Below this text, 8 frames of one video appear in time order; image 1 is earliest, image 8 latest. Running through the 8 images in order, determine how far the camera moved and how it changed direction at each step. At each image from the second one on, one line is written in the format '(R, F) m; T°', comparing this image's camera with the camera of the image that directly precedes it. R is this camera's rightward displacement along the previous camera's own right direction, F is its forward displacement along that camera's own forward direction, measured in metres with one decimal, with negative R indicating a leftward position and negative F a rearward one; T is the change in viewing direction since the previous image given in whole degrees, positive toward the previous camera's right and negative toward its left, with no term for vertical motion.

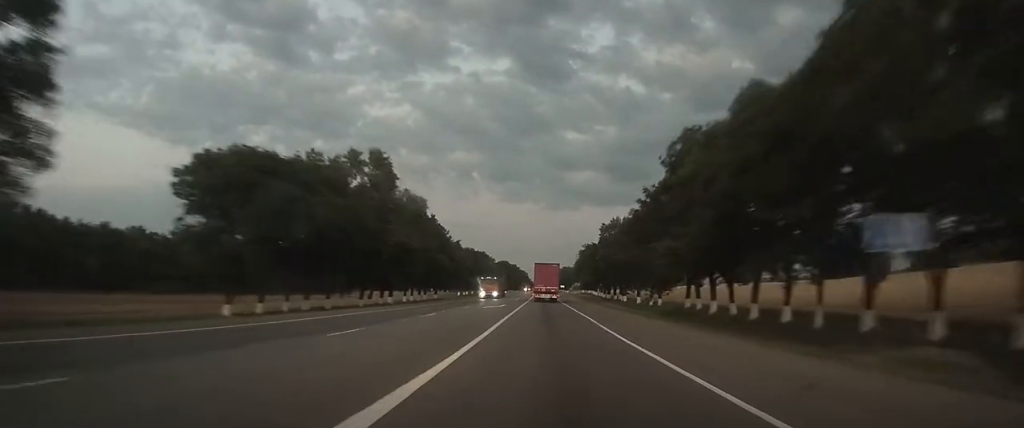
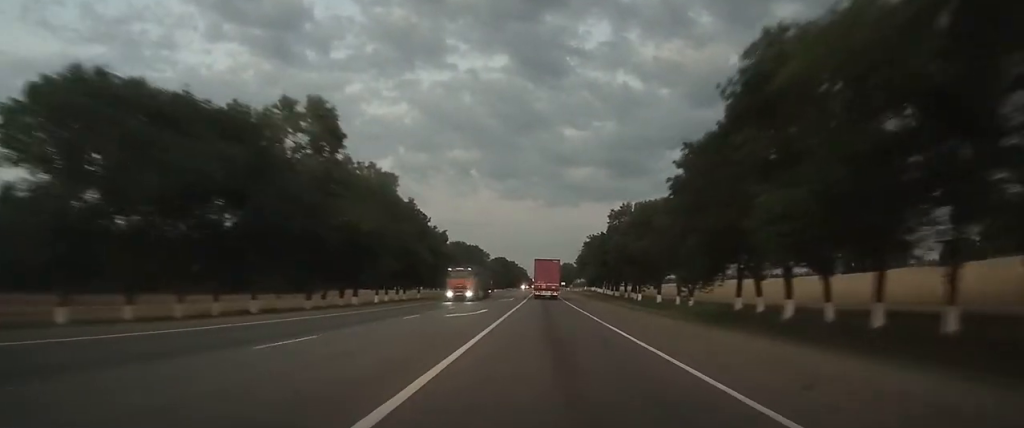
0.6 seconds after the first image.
(0.0, +16.0) m; 0°
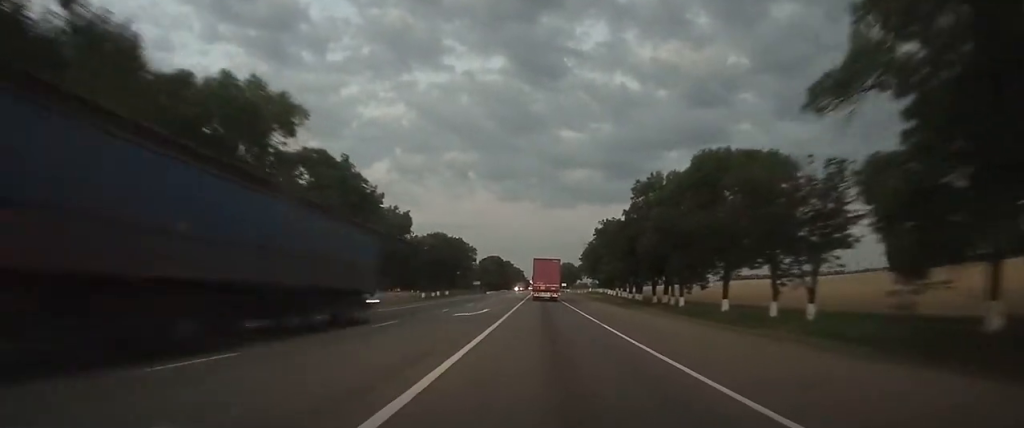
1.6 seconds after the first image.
(0.0, +27.4) m; 0°
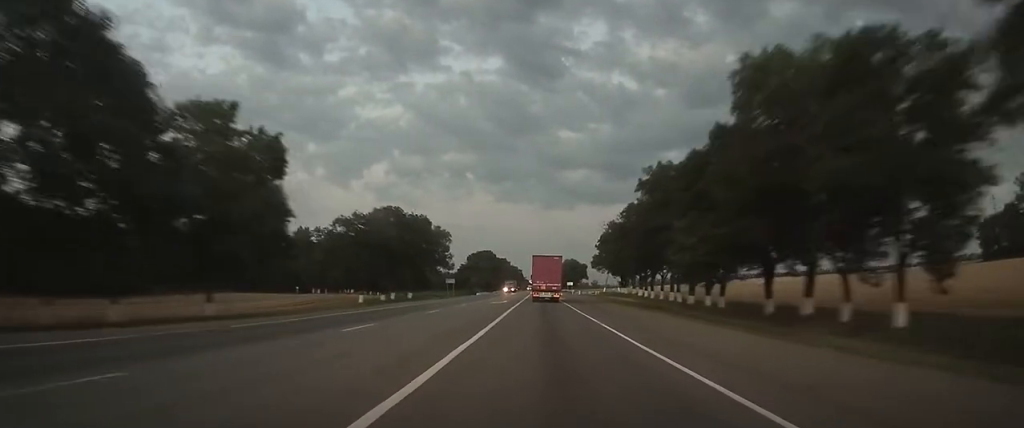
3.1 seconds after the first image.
(+0.1, +38.7) m; 0°
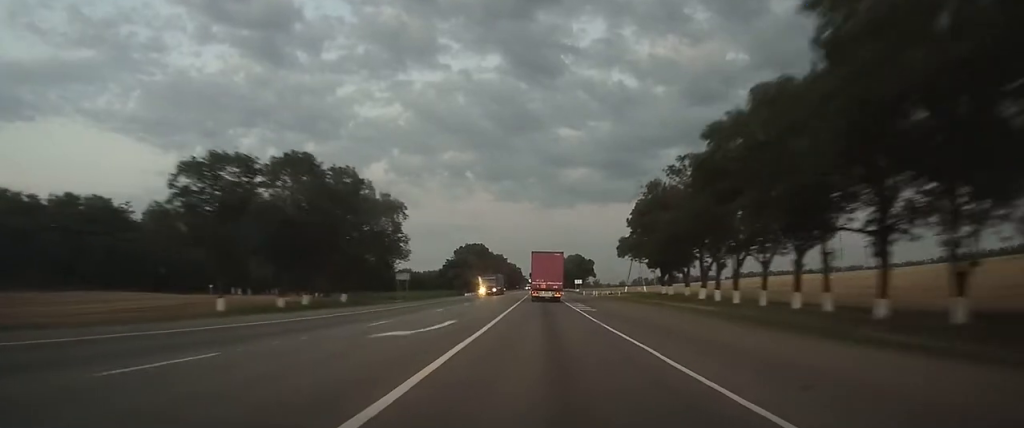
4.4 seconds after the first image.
(0.0, +33.0) m; 0°
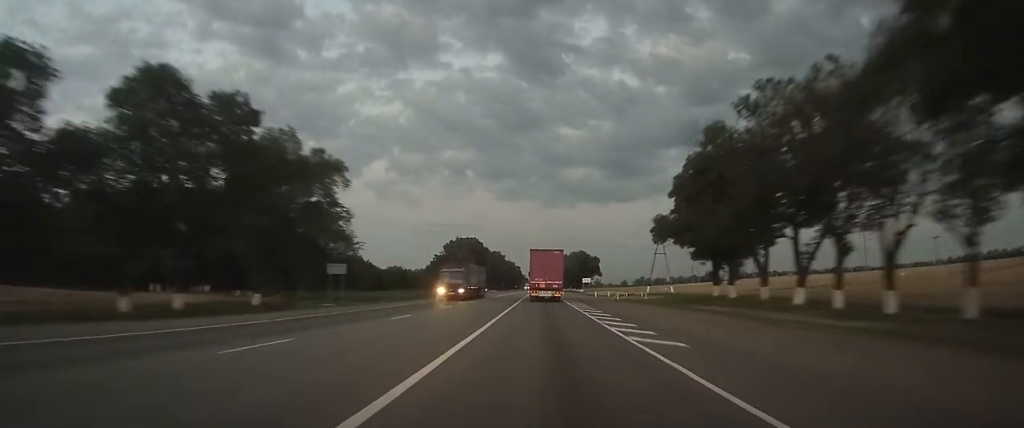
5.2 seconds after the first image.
(-0.1, +20.7) m; 0°
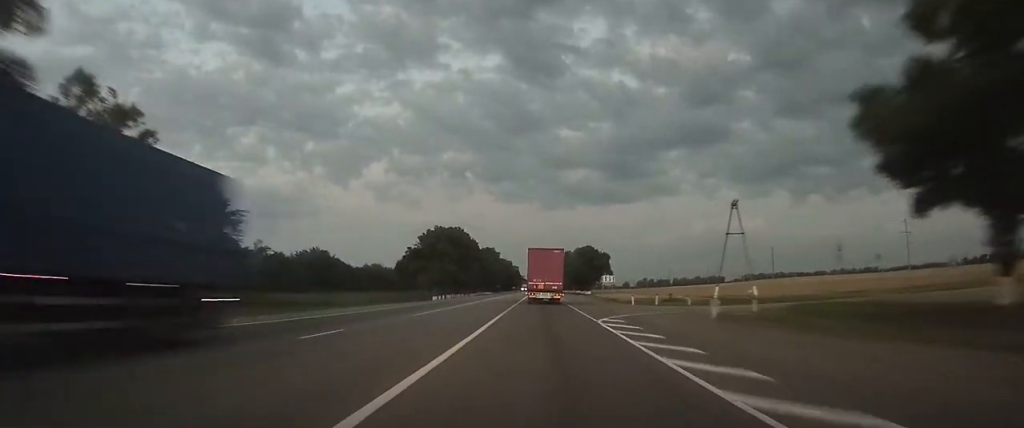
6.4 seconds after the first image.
(0.0, +32.3) m; 0°
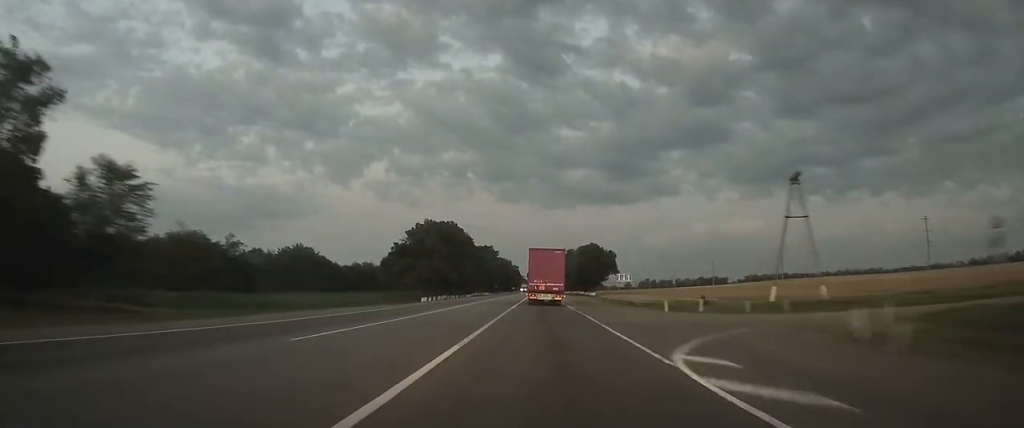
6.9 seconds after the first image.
(0.0, +12.6) m; 0°
